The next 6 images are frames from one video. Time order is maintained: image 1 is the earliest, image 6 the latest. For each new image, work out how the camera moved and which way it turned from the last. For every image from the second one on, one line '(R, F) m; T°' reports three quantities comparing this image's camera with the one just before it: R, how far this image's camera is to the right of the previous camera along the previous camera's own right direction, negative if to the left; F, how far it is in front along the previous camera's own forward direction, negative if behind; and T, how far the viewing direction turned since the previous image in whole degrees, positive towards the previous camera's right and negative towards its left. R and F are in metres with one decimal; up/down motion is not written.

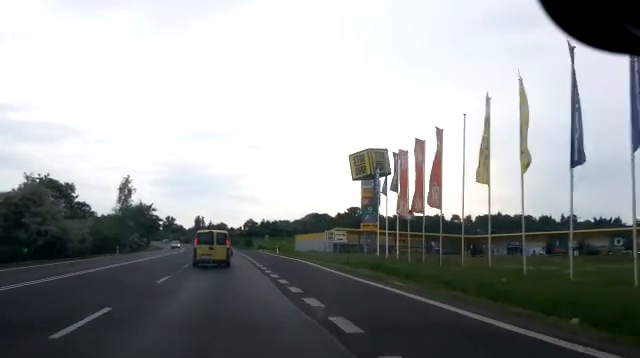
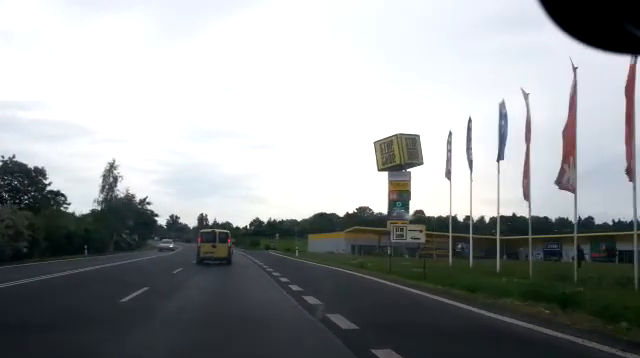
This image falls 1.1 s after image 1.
(+0.1, +14.0) m; +1°
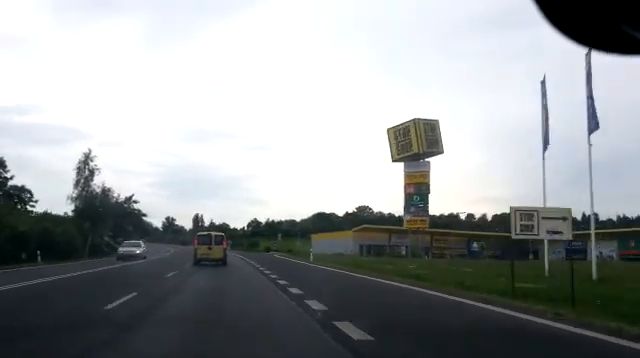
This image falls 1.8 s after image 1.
(+0.1, +9.4) m; -1°
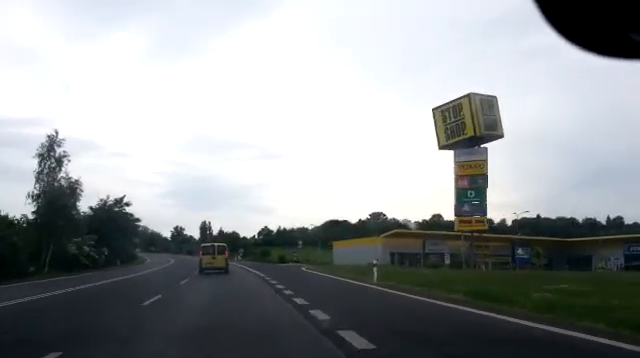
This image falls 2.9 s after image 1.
(-0.3, +14.2) m; -2°
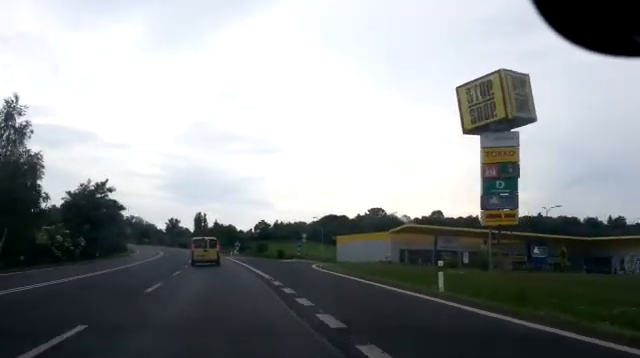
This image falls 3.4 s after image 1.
(0.0, +7.4) m; 0°
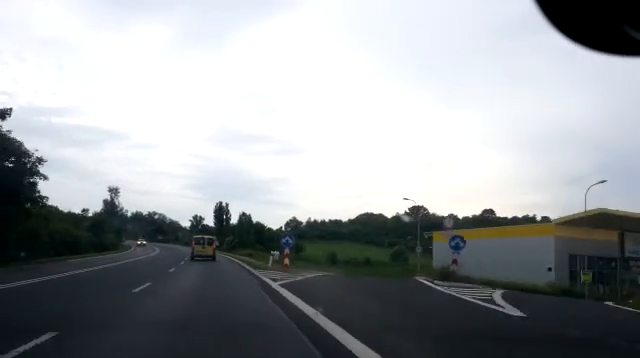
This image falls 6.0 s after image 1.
(-0.3, +37.0) m; -1°
